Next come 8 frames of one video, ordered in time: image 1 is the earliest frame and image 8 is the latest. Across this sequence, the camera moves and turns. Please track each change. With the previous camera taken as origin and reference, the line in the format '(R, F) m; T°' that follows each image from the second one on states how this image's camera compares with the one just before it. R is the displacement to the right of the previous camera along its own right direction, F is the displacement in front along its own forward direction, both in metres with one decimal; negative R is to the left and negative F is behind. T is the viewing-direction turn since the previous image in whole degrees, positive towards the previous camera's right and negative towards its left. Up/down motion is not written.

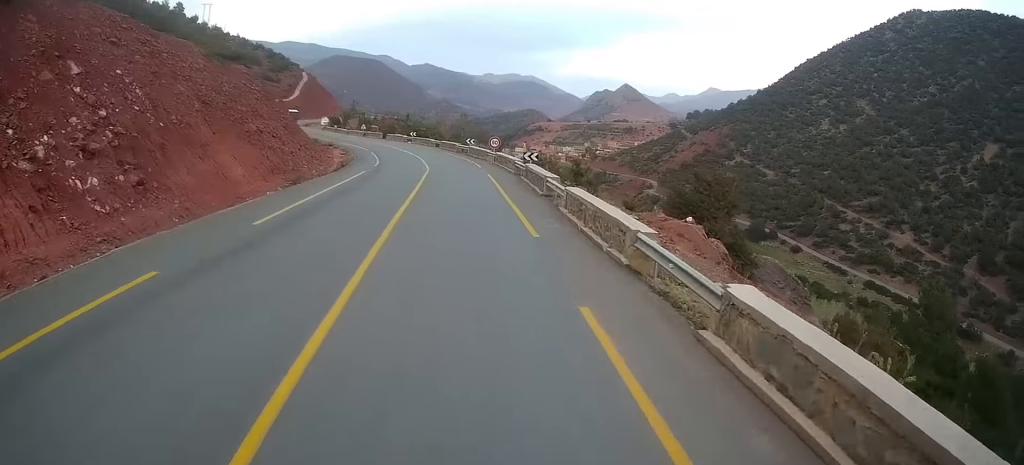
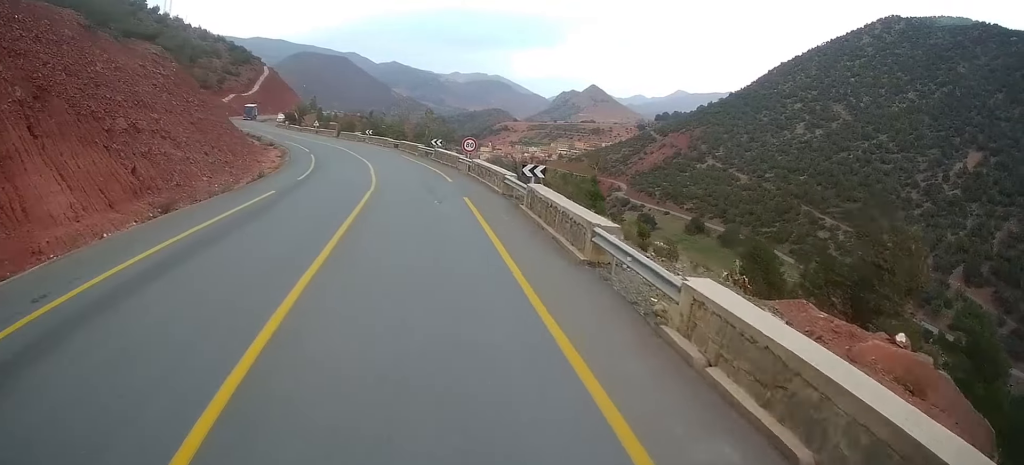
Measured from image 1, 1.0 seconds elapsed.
(+0.4, +11.6) m; +3°
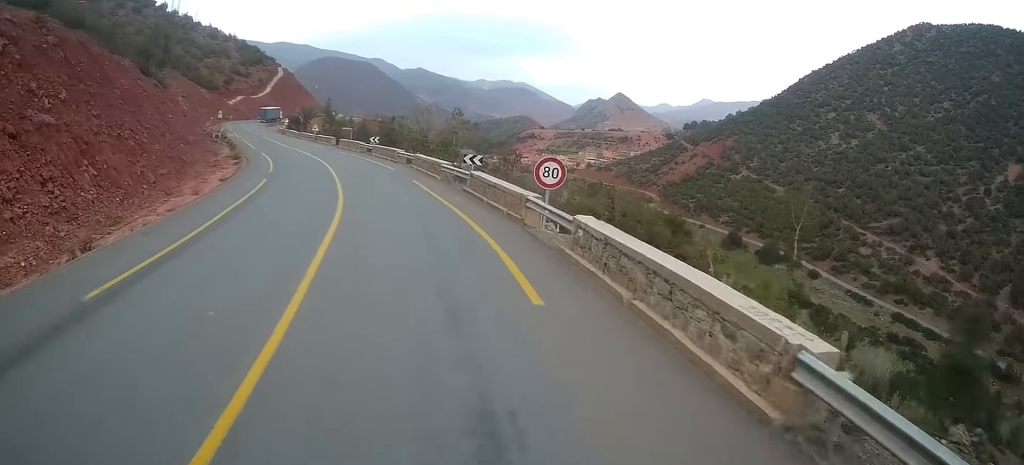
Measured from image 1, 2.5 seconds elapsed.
(0.0, +18.4) m; -5°
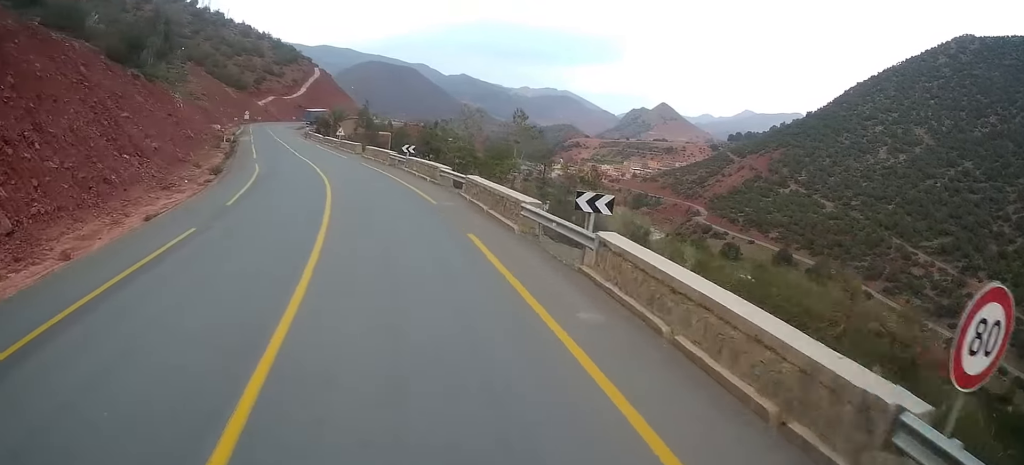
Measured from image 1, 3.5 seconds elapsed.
(-1.1, +13.0) m; -5°
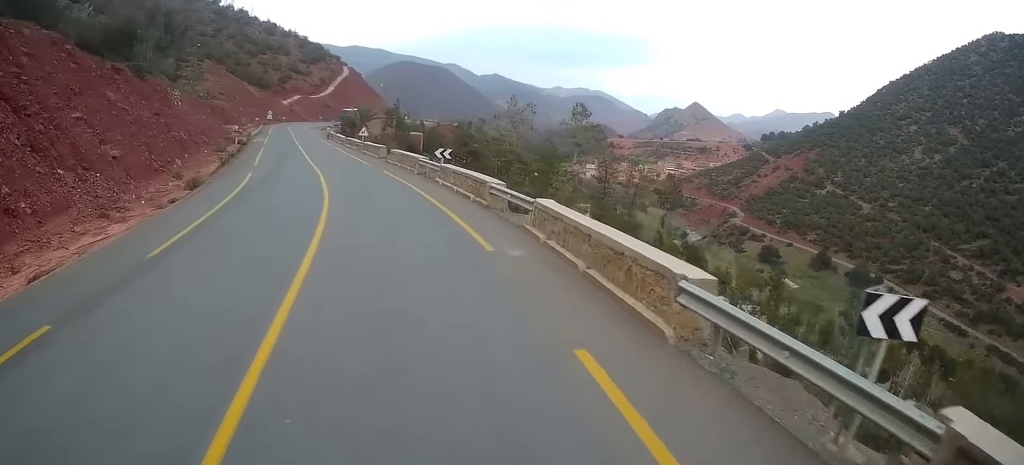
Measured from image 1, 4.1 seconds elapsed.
(0.0, +8.0) m; -2°
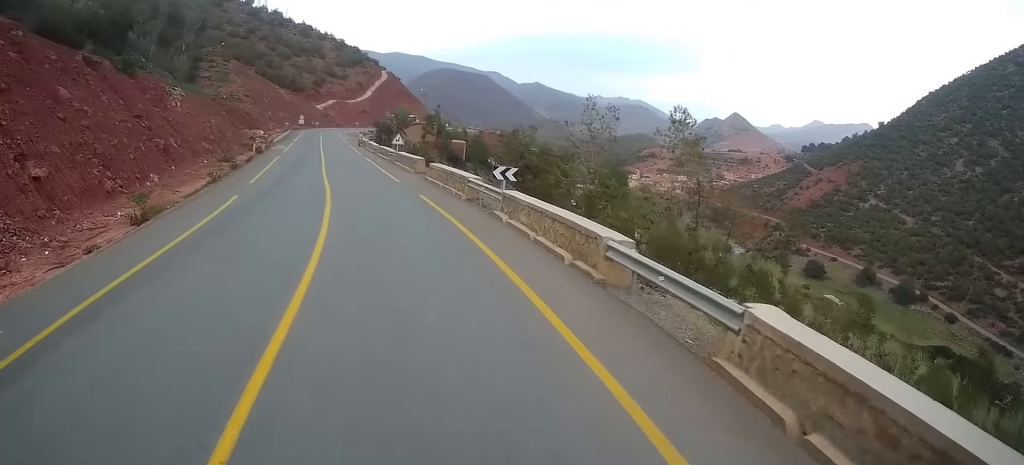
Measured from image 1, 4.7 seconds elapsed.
(-0.2, +8.5) m; -3°
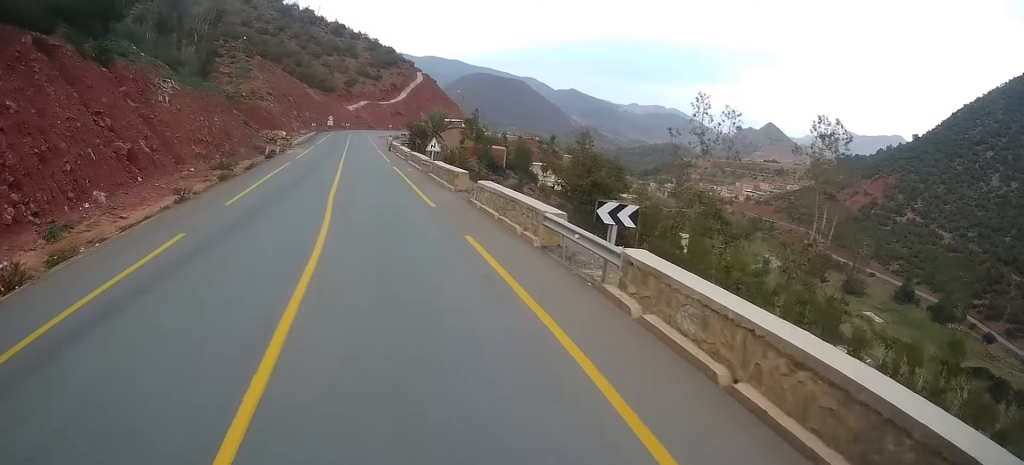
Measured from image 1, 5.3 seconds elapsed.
(-0.1, +8.0) m; -4°
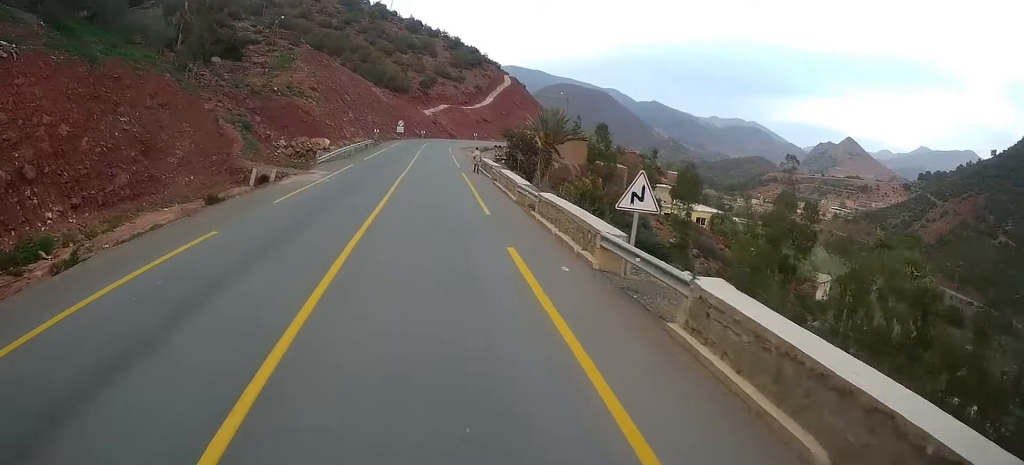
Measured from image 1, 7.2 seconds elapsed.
(-1.8, +24.7) m; -4°
